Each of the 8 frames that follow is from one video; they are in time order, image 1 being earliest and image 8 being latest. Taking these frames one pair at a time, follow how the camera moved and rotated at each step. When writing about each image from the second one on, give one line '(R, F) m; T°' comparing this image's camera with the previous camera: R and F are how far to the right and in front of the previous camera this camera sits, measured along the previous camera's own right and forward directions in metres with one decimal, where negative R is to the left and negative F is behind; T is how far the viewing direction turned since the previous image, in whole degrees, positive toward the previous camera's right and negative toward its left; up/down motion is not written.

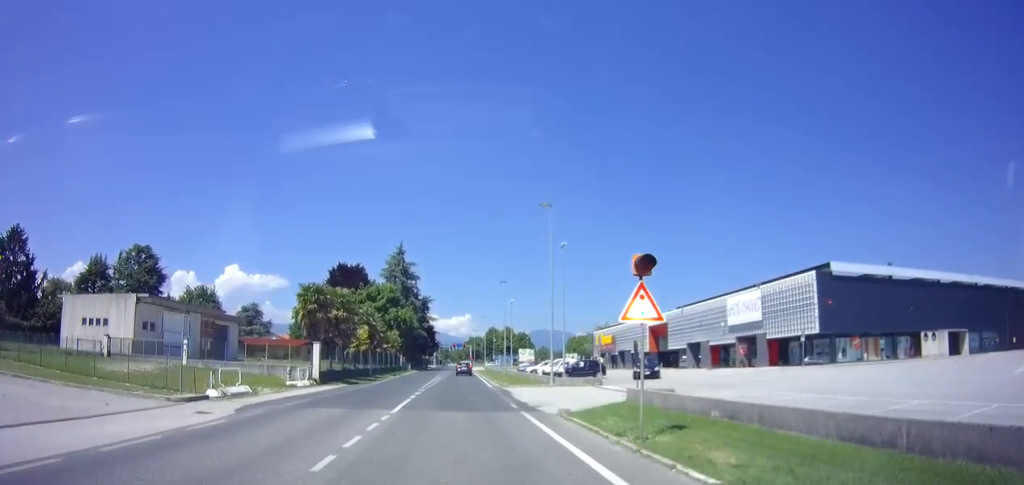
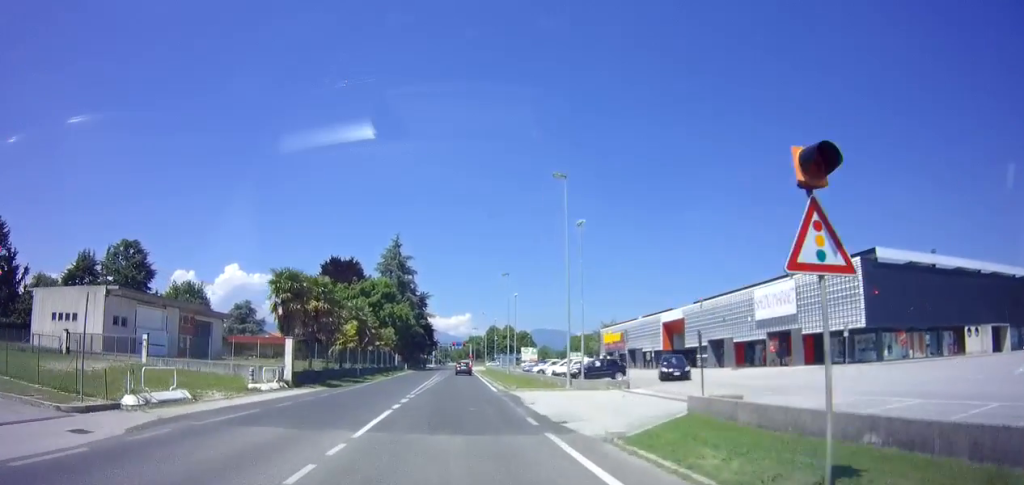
(0.0, +5.0) m; 0°
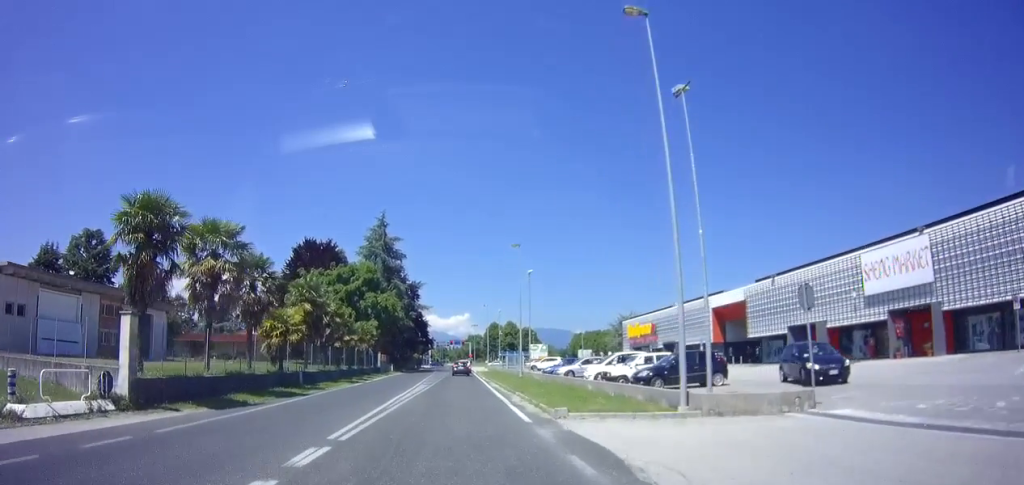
(0.0, +13.7) m; 0°
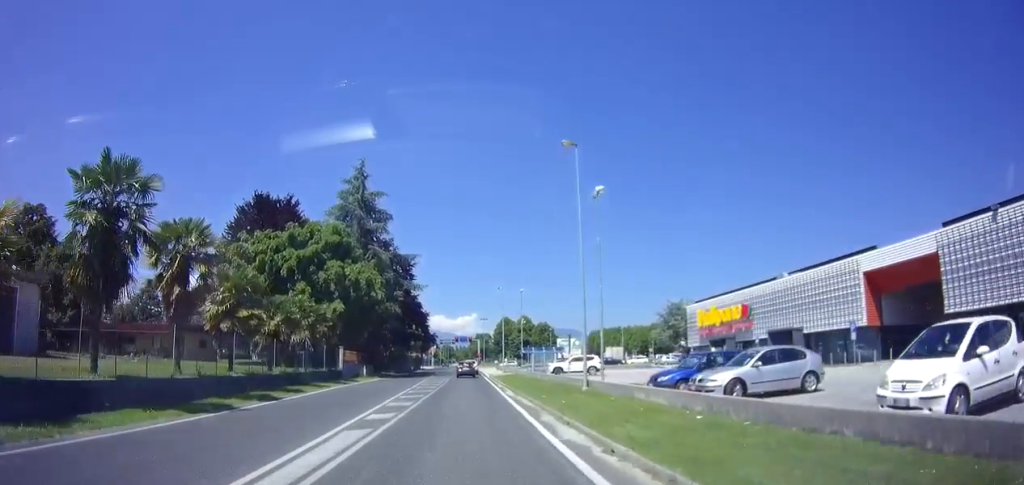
(0.0, +21.0) m; 0°
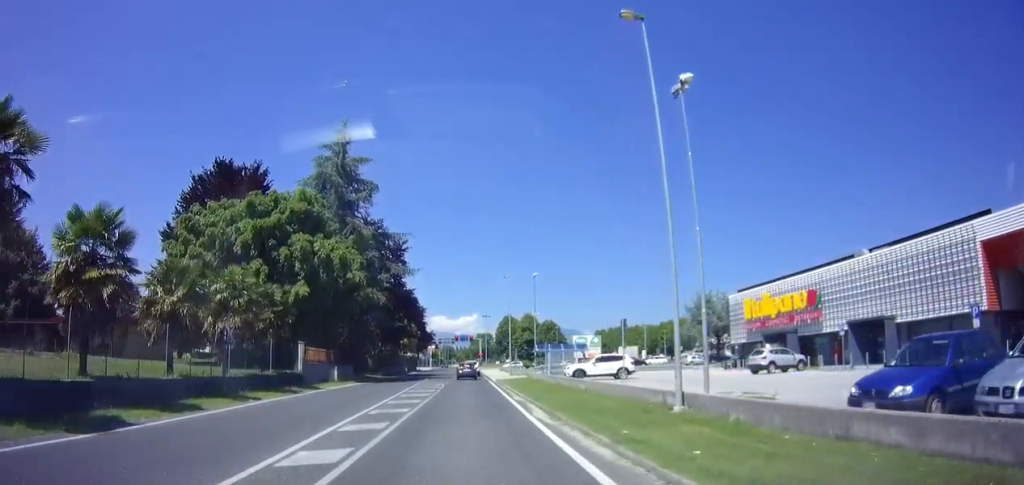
(0.0, +9.5) m; 0°
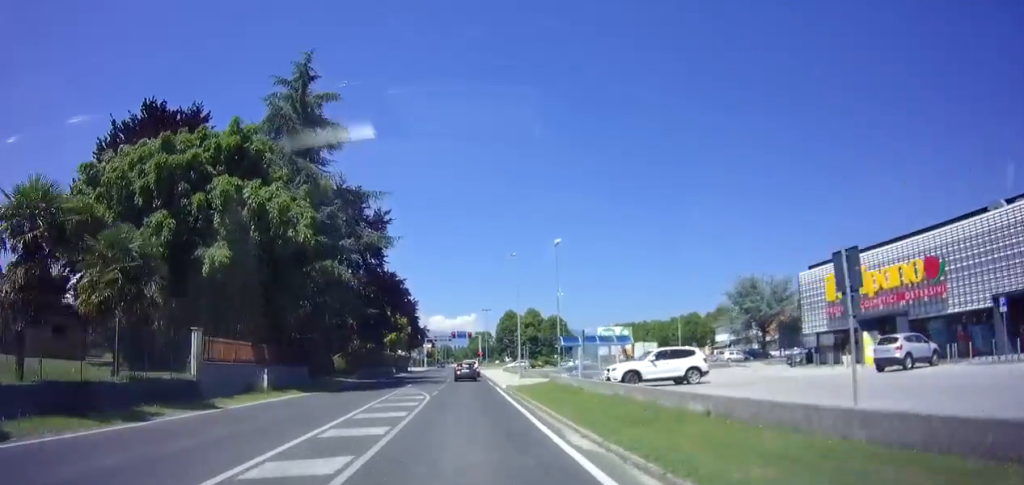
(-0.1, +11.4) m; 0°
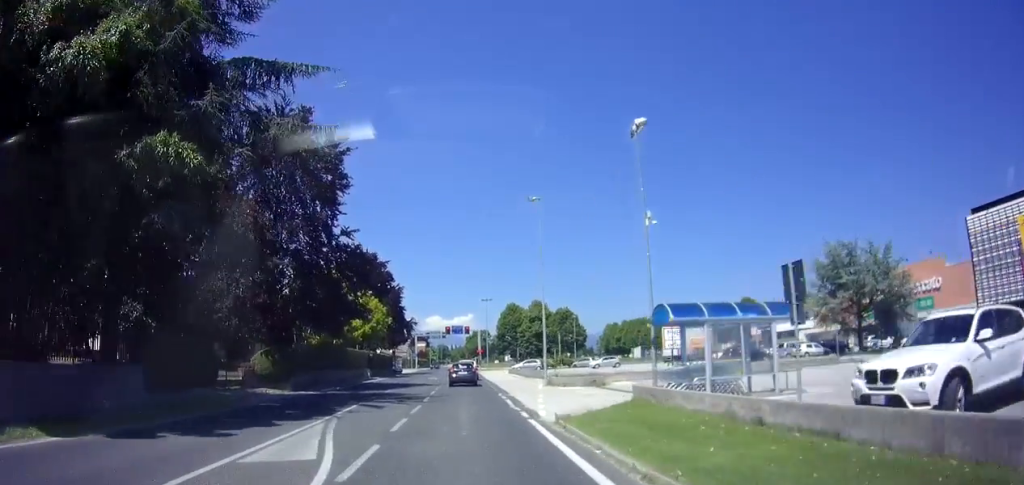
(+0.1, +16.3) m; 0°
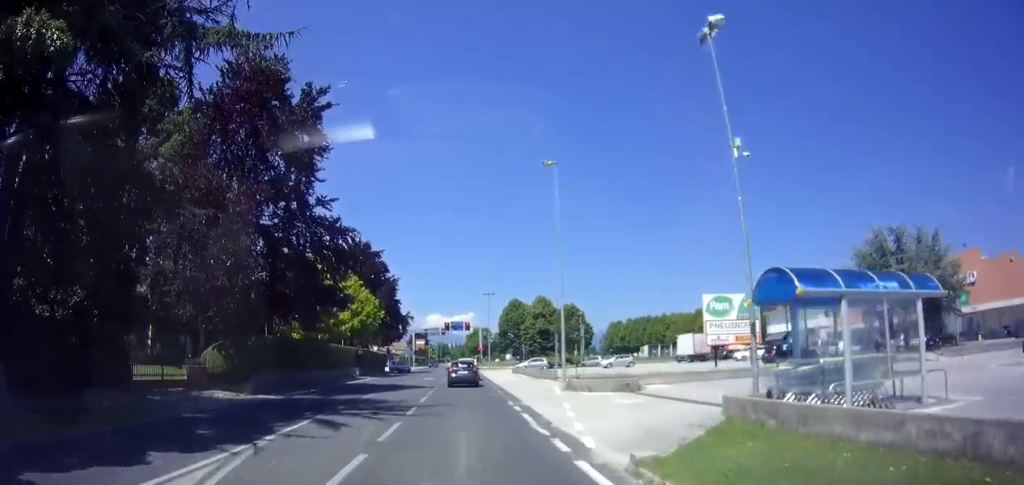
(0.0, +5.5) m; 0°
